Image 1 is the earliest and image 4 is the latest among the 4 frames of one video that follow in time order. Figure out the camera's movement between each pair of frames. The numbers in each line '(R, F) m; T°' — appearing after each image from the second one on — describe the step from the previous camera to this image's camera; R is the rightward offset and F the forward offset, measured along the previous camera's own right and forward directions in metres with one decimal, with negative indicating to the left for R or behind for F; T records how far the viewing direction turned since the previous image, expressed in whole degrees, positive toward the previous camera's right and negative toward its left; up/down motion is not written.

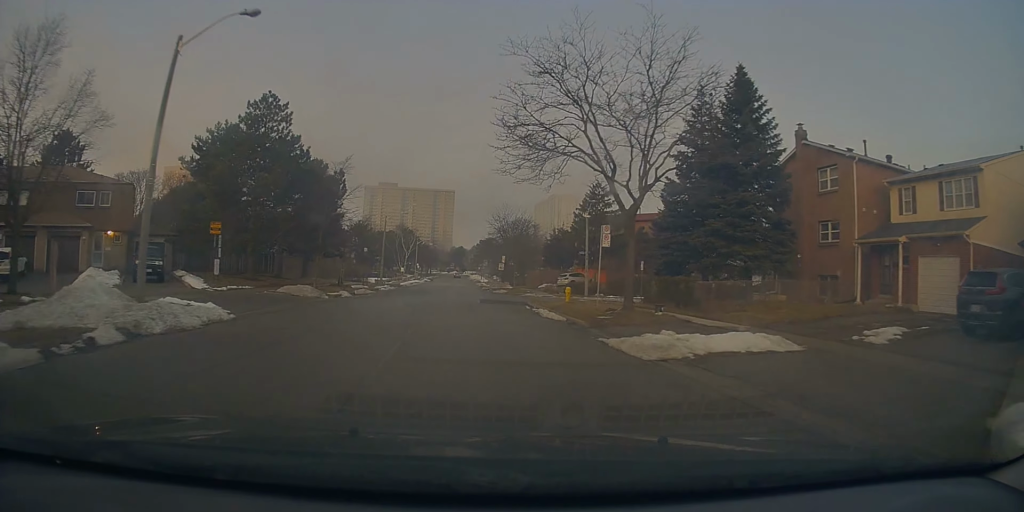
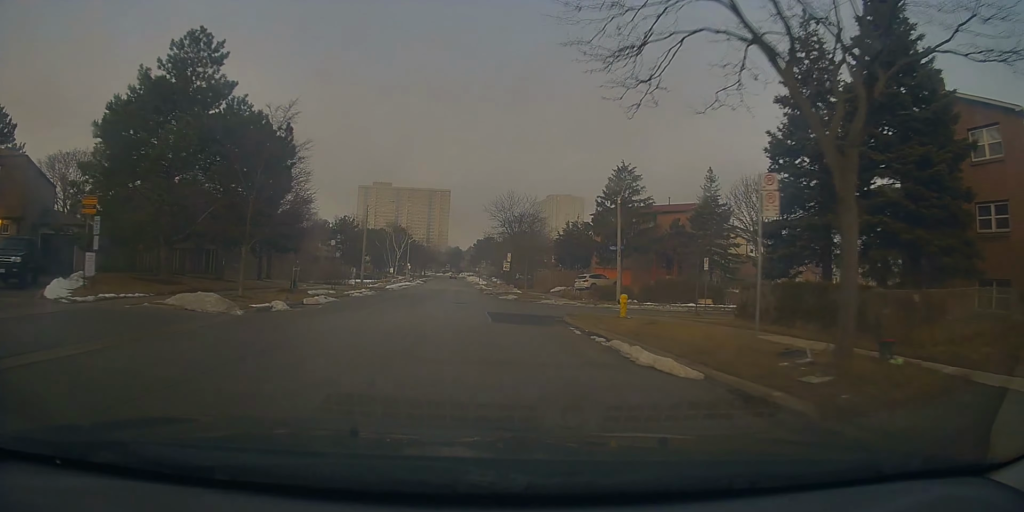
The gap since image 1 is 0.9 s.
(-0.1, +10.9) m; 0°
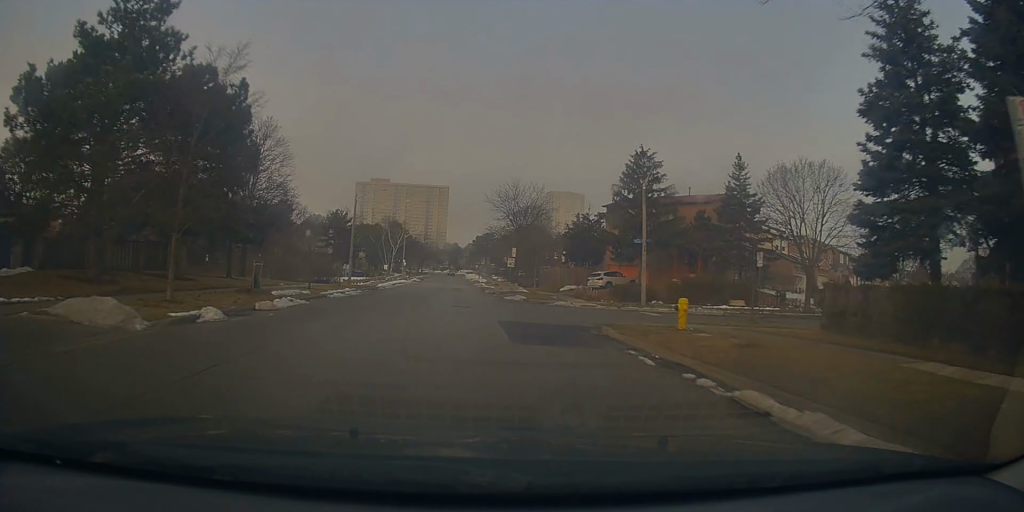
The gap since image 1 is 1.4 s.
(0.0, +5.6) m; 0°
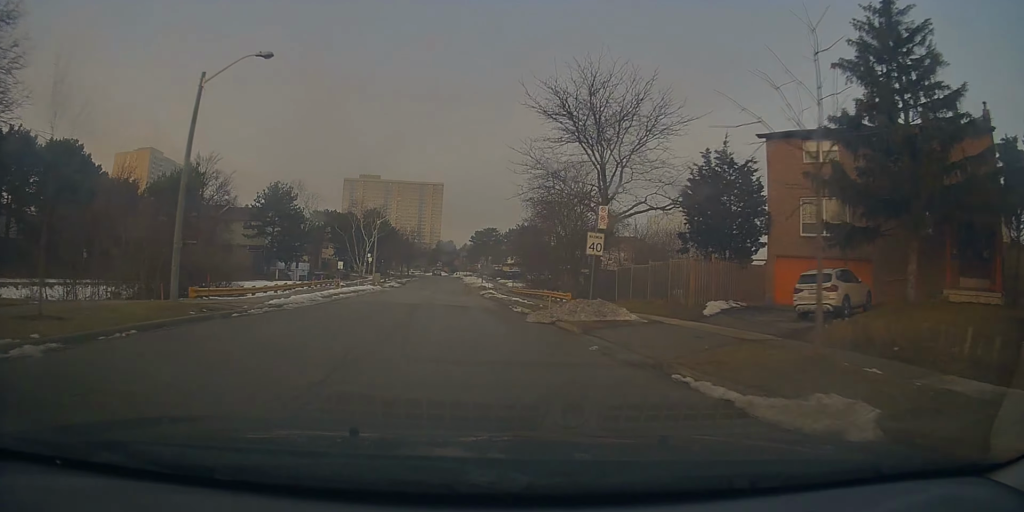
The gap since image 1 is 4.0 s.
(-0.1, +30.5) m; 0°
